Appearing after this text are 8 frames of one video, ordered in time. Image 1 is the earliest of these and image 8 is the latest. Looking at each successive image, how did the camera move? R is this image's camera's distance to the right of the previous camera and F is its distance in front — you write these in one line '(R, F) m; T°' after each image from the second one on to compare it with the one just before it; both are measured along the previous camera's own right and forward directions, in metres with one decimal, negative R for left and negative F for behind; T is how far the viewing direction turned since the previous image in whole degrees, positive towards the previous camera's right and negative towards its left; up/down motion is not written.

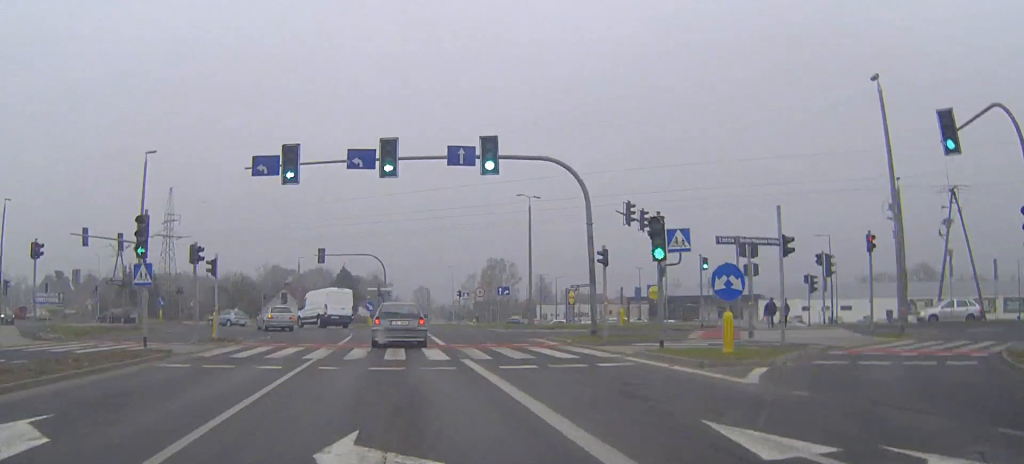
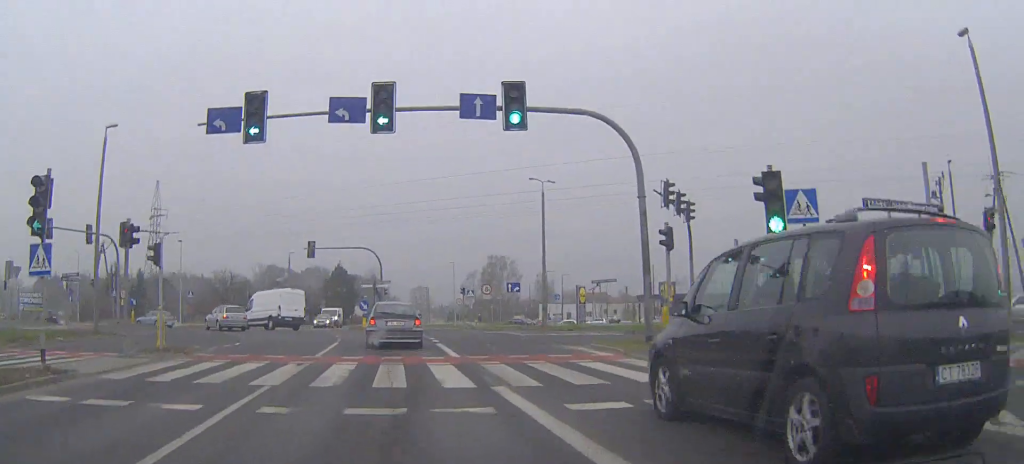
(0.0, +6.2) m; 0°
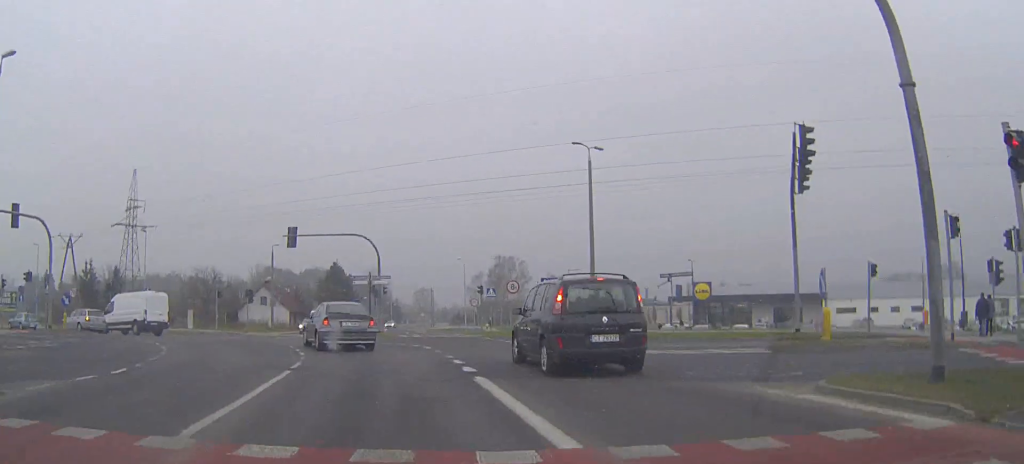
(0.0, +11.9) m; 0°
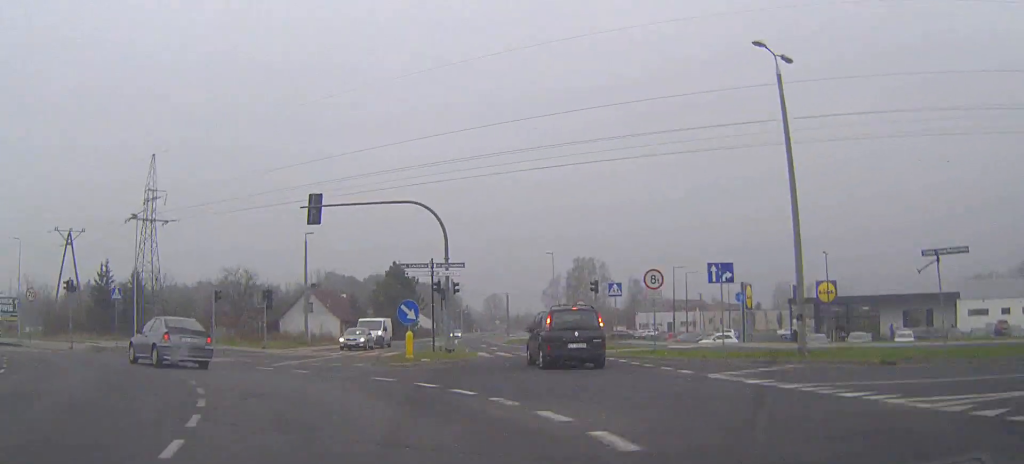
(-0.4, +15.6) m; -6°
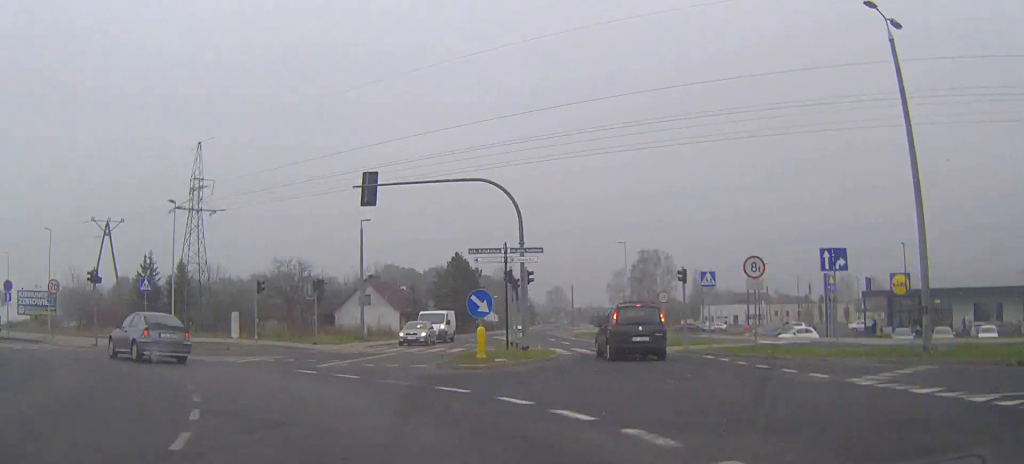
(0.0, +3.9) m; -3°
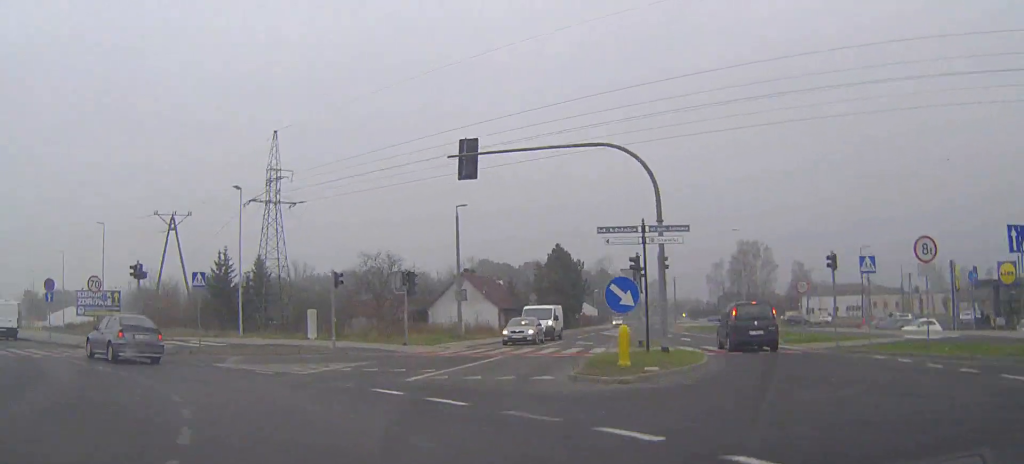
(-0.3, +5.1) m; -7°
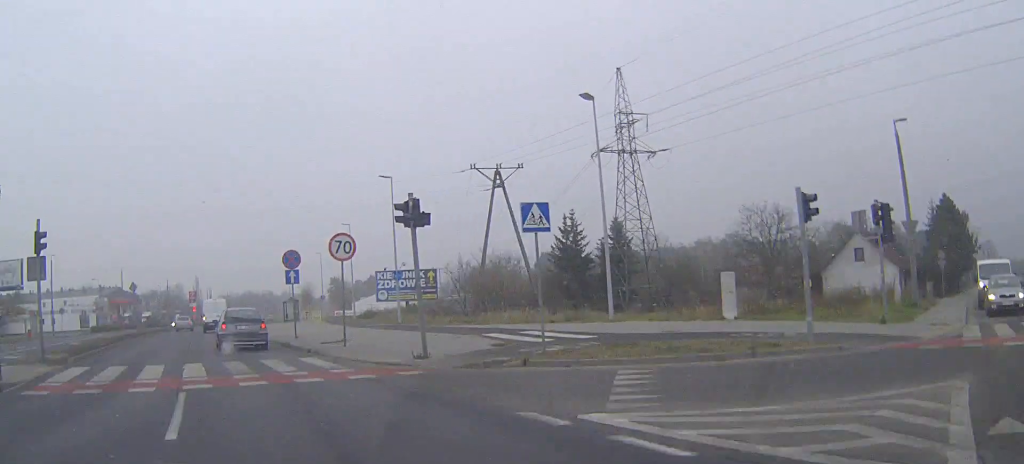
(-2.7, +13.9) m; -26°
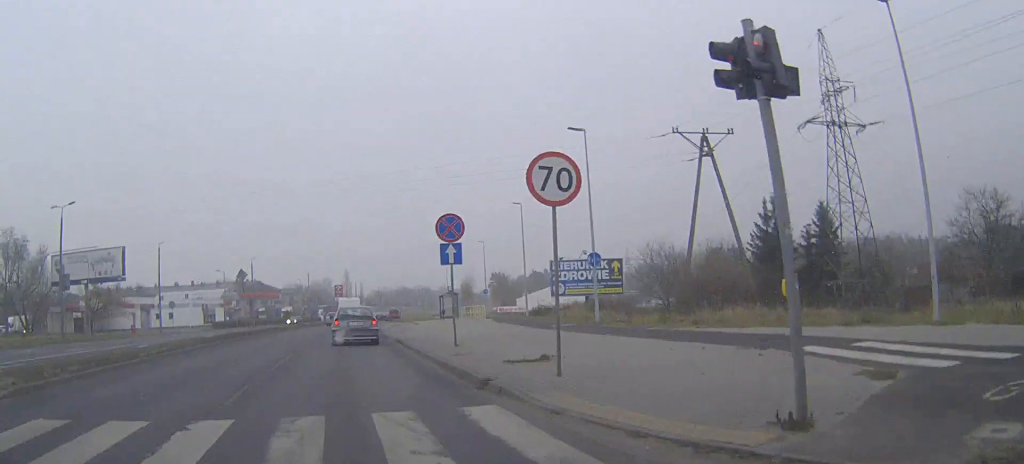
(-1.5, +9.9) m; -13°
